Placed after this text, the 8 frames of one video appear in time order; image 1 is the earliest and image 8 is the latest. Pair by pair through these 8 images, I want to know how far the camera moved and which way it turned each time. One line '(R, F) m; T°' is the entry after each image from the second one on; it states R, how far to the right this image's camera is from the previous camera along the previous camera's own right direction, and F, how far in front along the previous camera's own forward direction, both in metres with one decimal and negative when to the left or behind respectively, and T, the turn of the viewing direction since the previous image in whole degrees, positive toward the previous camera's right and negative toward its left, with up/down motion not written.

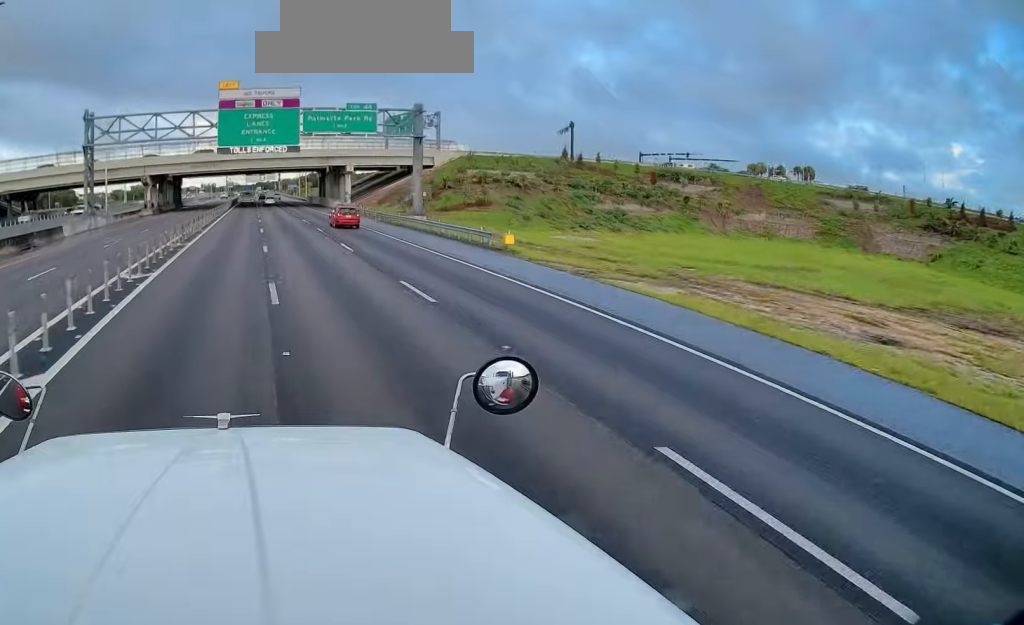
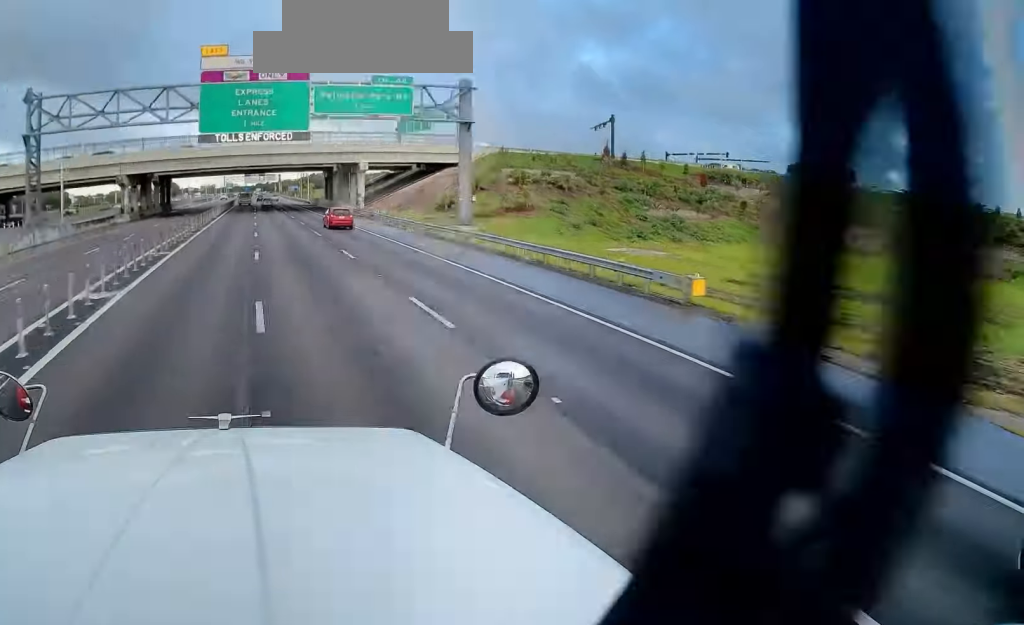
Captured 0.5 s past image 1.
(-0.1, +15.2) m; 0°
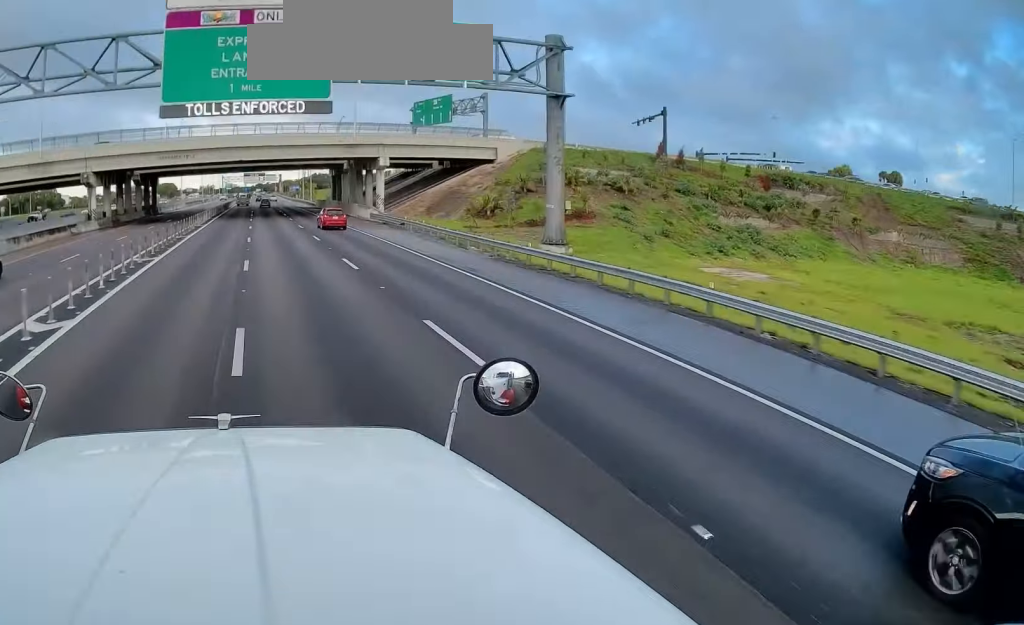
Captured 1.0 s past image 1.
(+0.2, +14.2) m; 0°
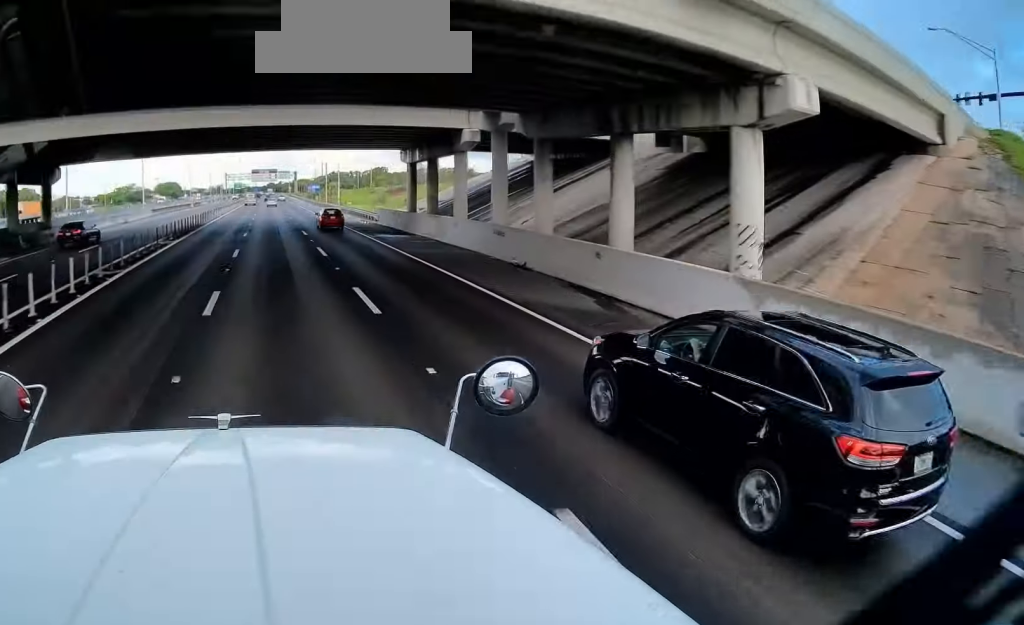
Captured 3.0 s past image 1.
(-0.5, +56.9) m; -1°
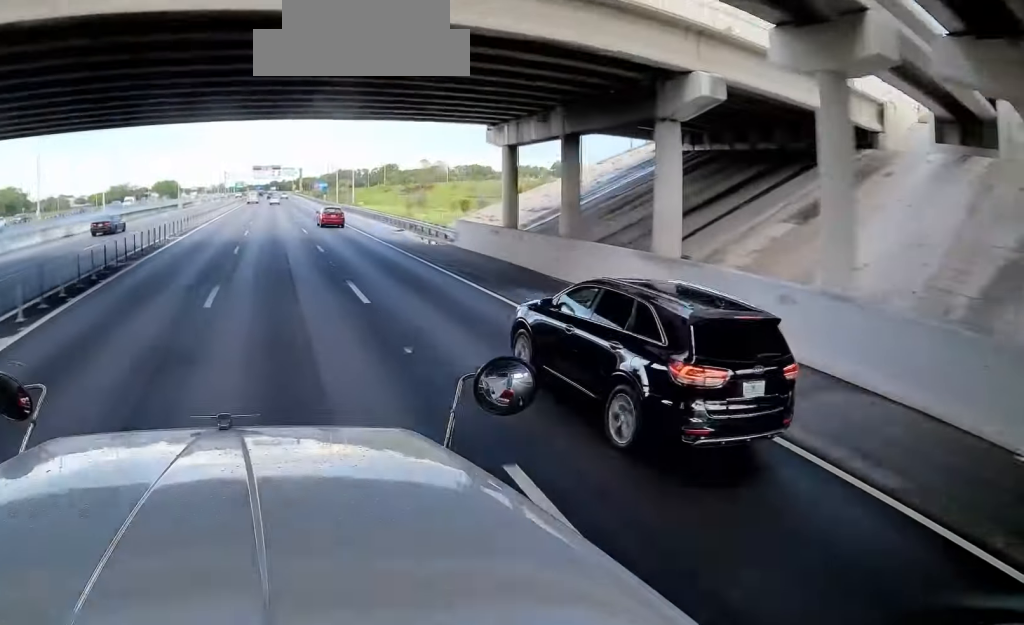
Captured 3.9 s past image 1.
(0.0, +23.7) m; 0°
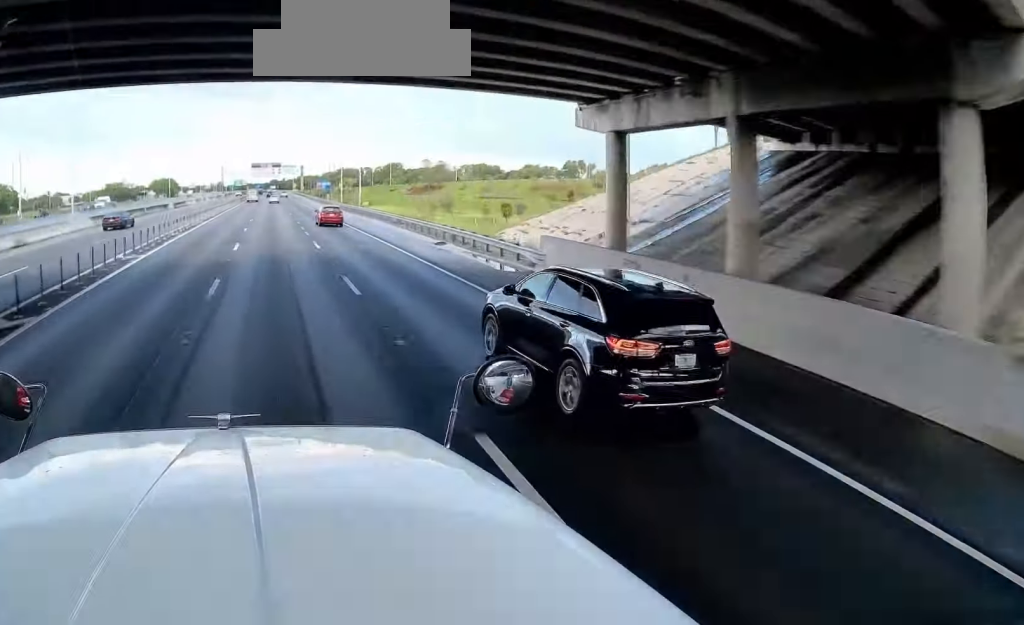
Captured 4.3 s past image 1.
(0.0, +11.4) m; 0°
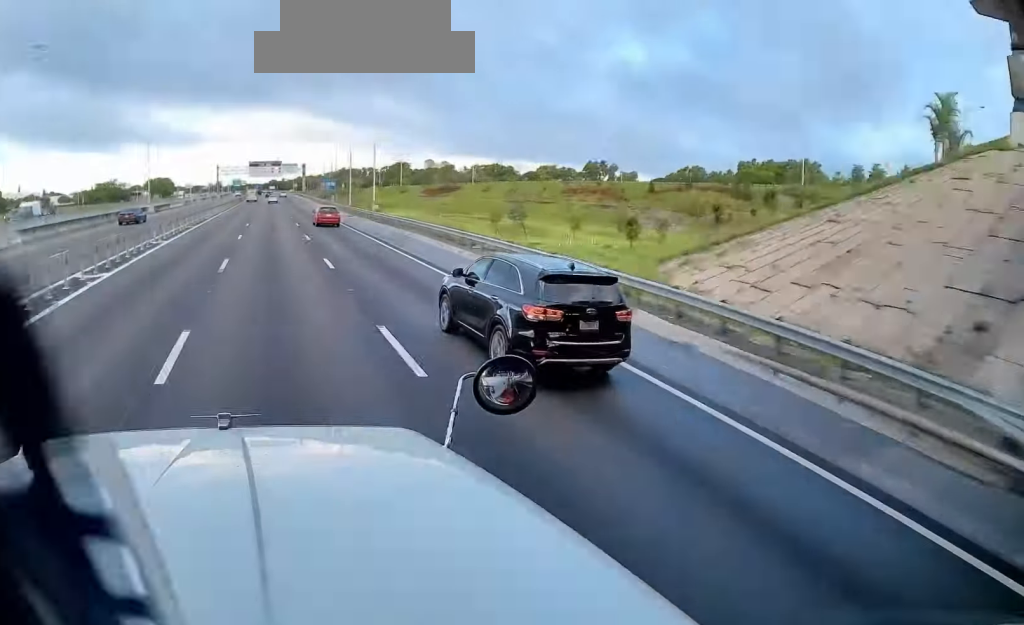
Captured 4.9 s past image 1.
(-0.1, +18.0) m; 0°
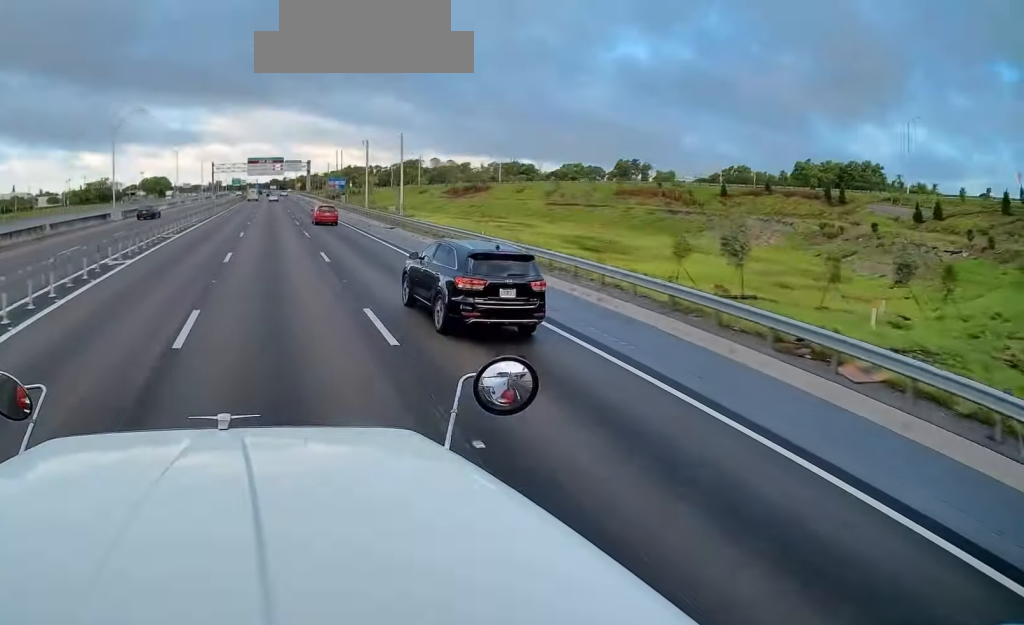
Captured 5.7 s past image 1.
(-0.2, +23.7) m; 0°
